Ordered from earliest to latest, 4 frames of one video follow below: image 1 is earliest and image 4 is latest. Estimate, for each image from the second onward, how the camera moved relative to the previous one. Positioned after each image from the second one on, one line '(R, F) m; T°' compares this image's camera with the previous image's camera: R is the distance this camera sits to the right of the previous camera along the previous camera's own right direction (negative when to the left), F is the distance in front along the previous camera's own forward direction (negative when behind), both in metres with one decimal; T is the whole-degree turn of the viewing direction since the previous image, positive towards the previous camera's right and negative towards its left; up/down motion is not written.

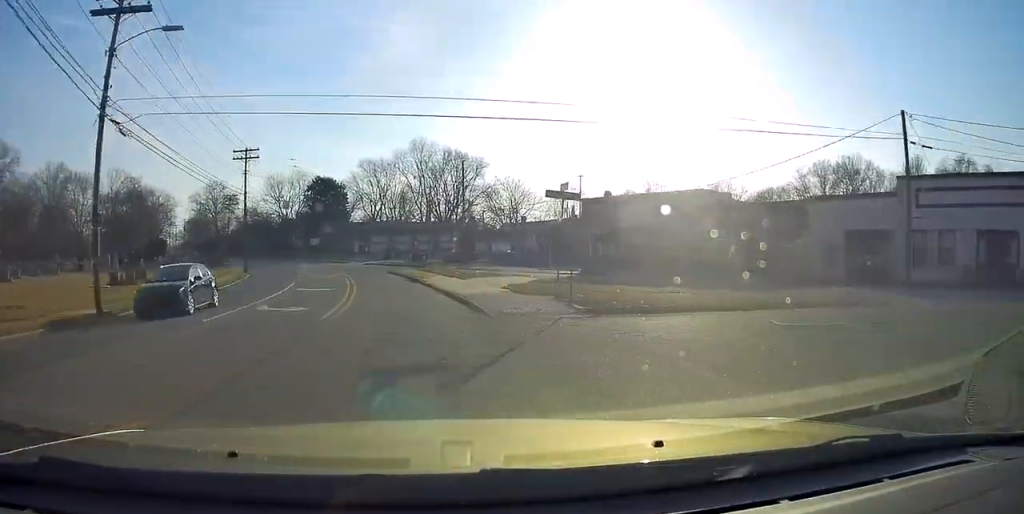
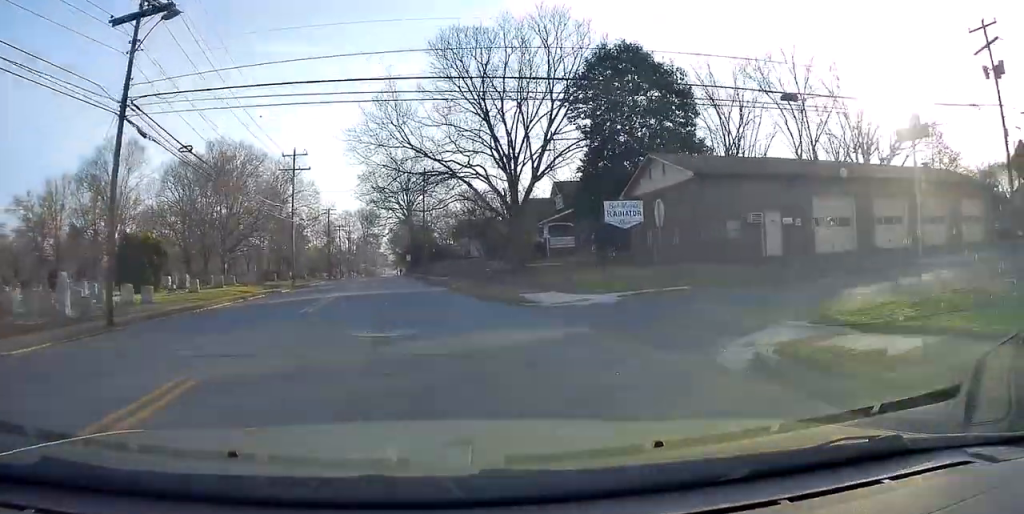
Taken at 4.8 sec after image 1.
(-15.3, +78.5) m; -24°
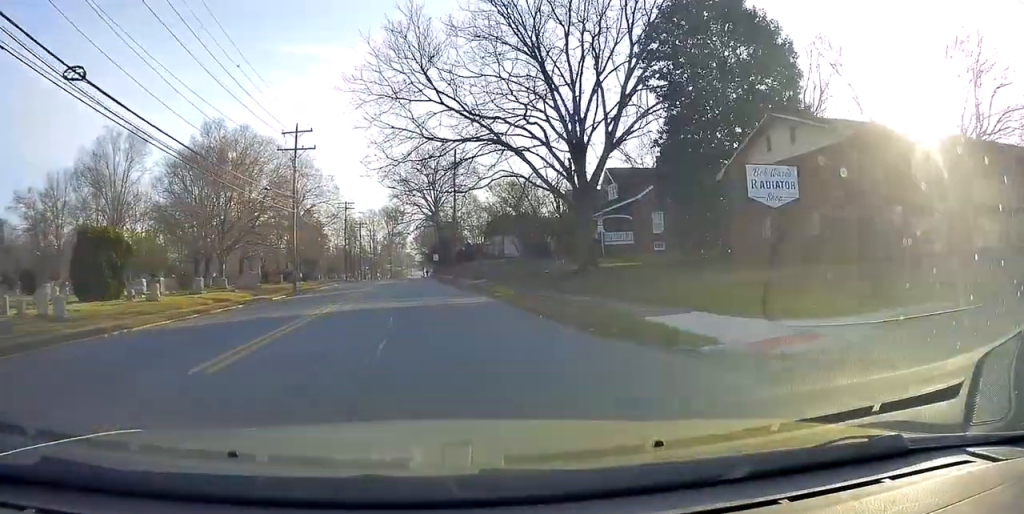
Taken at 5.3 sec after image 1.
(-0.2, +9.7) m; -2°
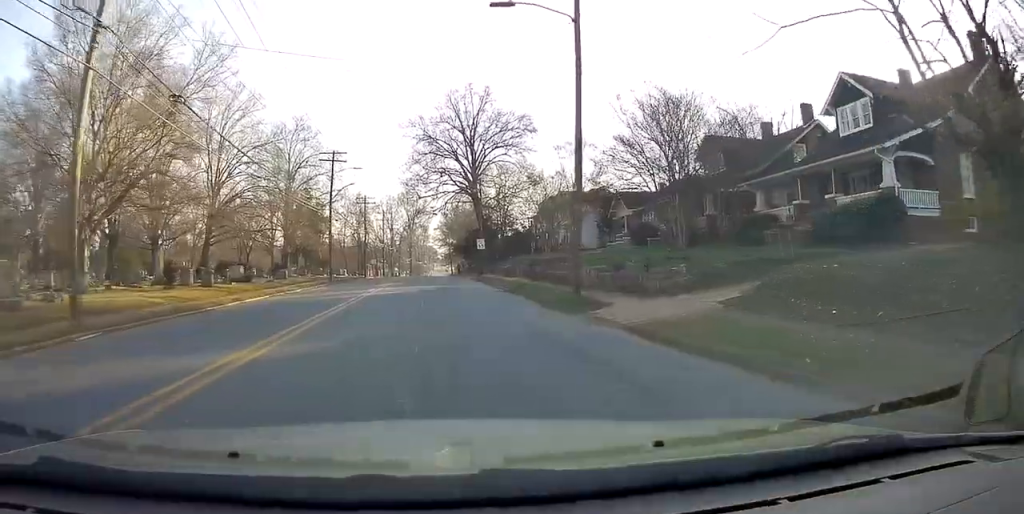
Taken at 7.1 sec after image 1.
(-1.4, +31.0) m; -4°
